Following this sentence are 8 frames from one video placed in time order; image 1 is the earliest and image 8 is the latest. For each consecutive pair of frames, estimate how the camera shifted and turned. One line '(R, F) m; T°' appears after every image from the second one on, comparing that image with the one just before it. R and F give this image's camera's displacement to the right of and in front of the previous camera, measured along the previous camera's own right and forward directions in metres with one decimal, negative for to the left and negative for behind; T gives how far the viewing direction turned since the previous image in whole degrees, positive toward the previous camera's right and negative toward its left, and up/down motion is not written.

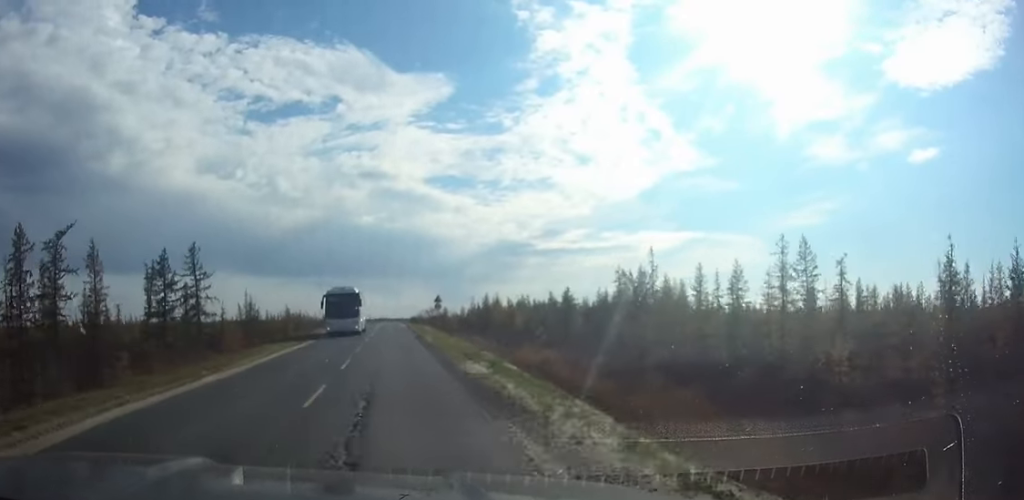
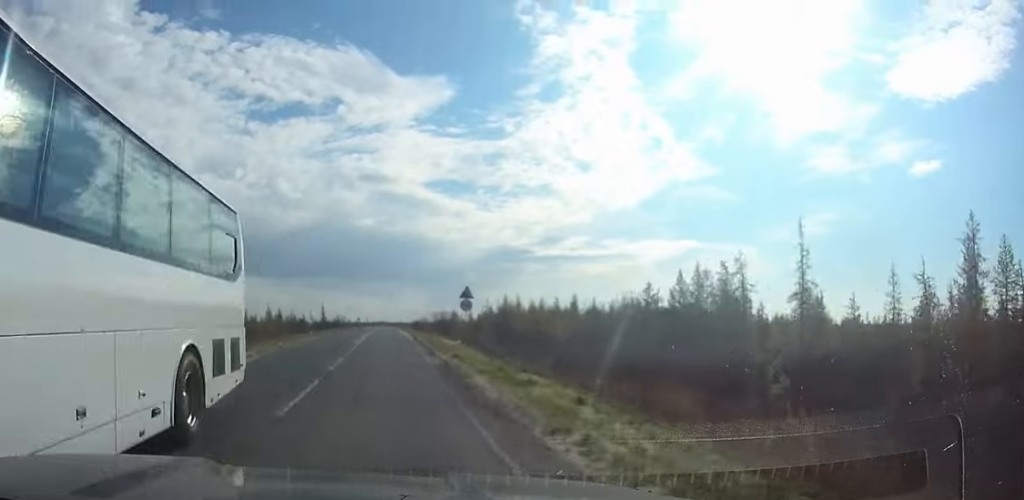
(0.0, +27.6) m; 0°
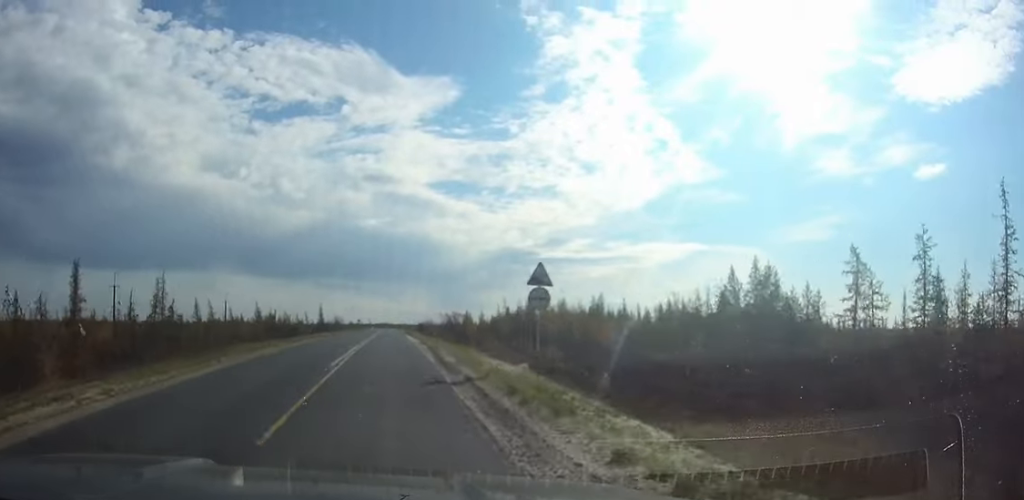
(-0.1, +18.8) m; 0°
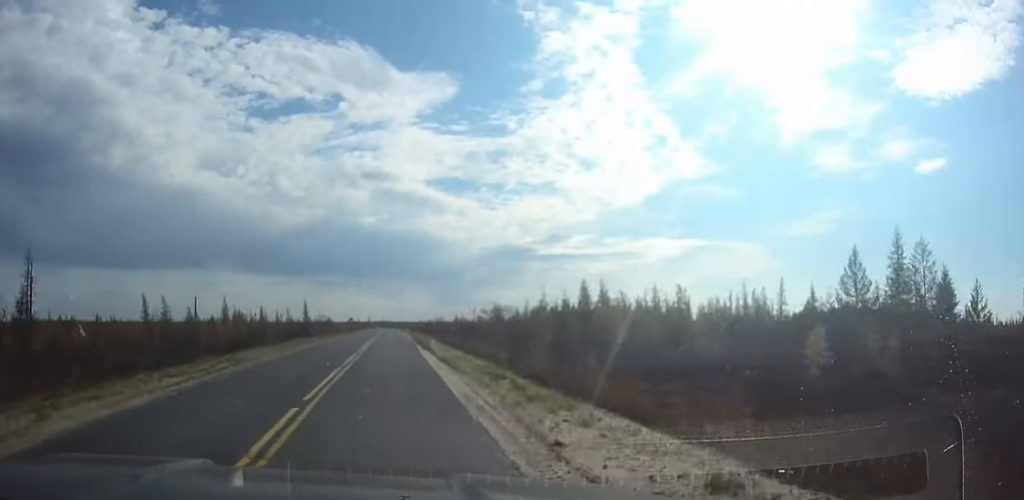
(0.0, +31.5) m; 0°
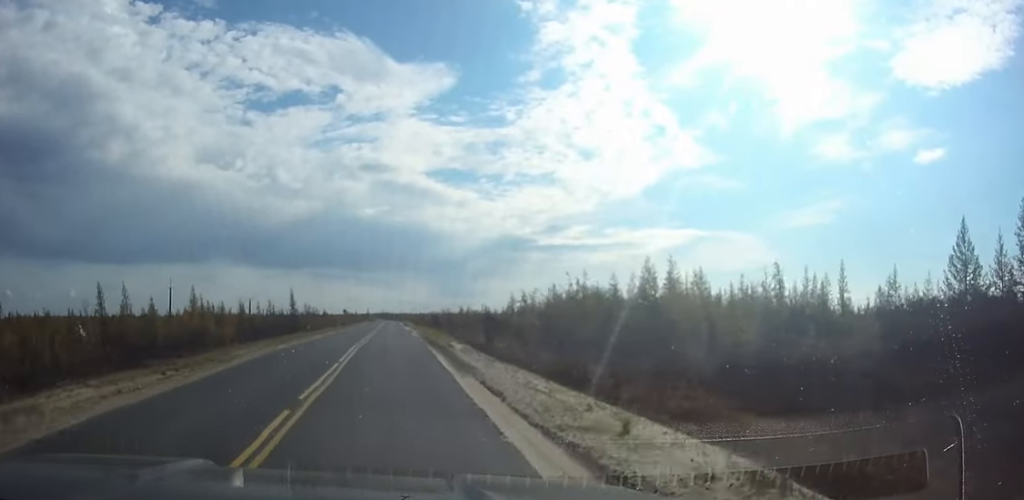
(0.0, +19.0) m; 0°
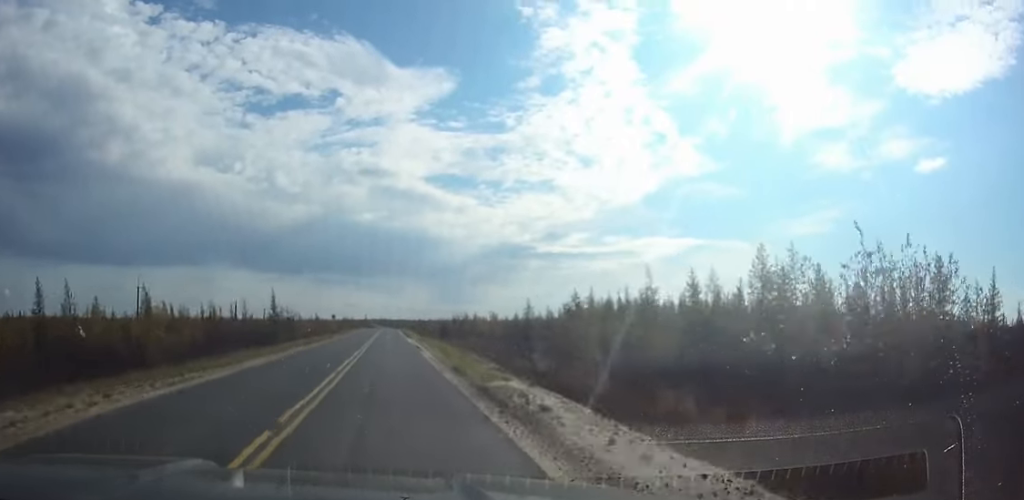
(0.0, +18.2) m; 0°
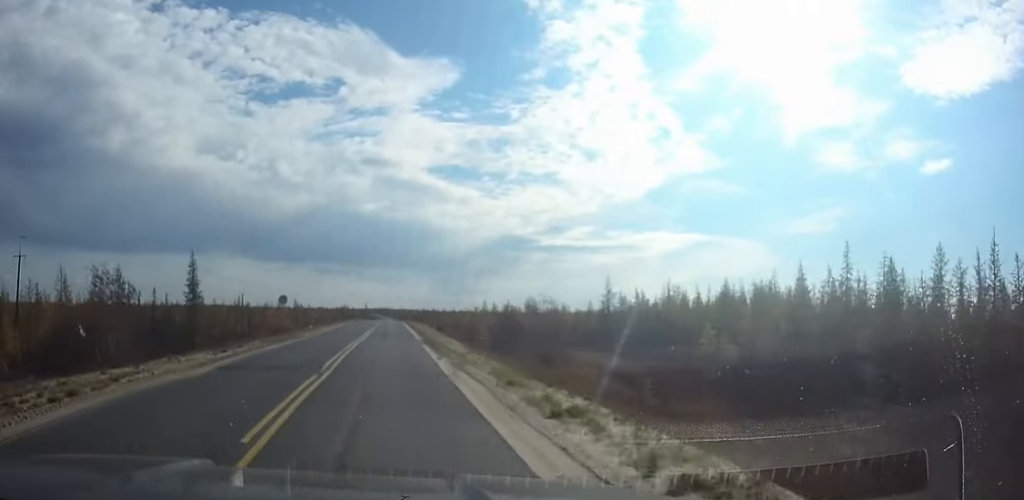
(0.0, +44.3) m; 0°
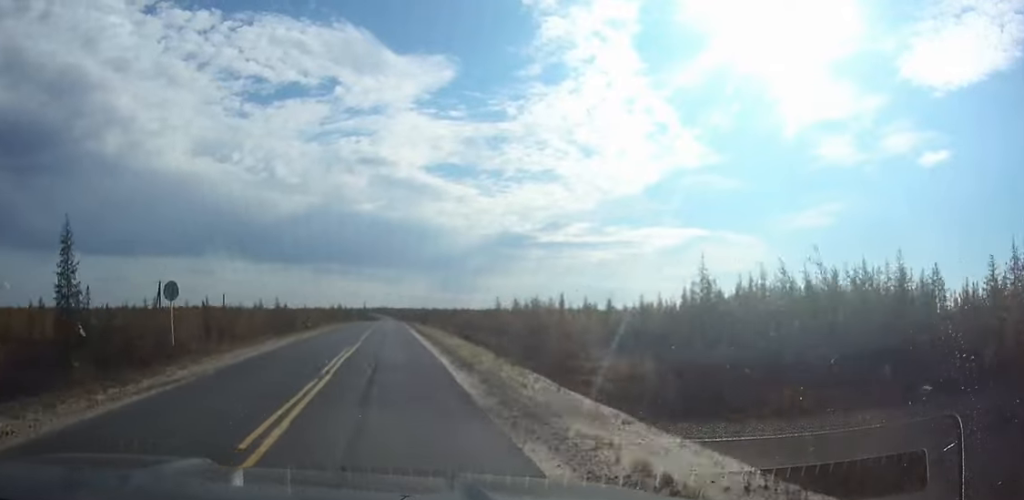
(0.0, +24.5) m; 0°
